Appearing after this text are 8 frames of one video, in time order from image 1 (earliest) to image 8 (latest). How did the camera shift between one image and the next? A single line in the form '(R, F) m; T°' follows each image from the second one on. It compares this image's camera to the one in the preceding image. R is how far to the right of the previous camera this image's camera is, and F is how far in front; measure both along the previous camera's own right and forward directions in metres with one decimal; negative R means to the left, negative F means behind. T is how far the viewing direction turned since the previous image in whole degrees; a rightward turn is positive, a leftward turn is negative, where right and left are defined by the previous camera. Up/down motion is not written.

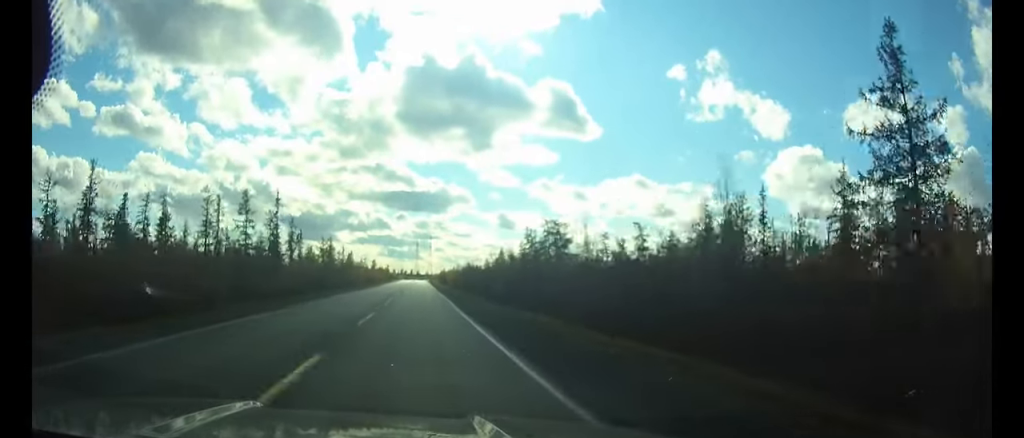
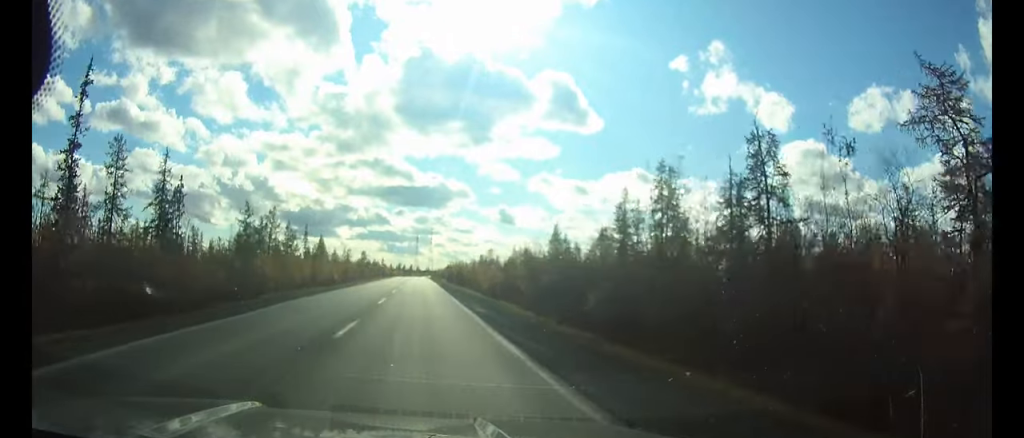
(0.0, +54.3) m; 0°
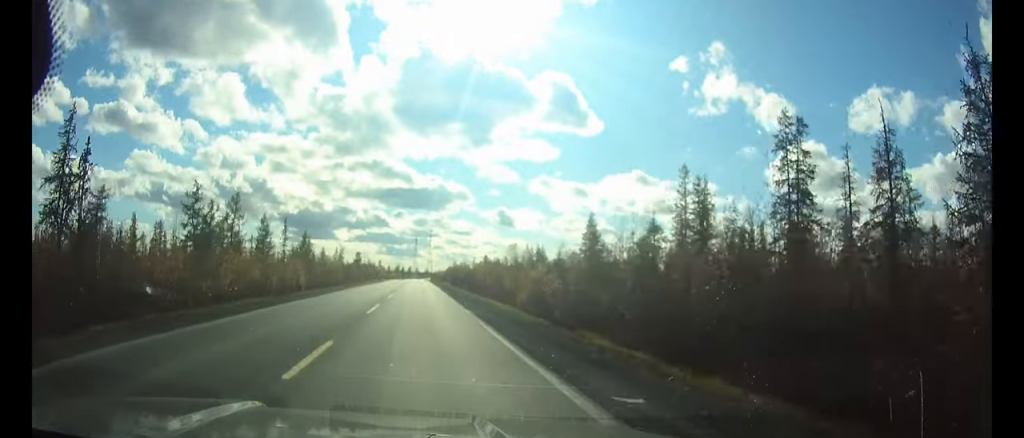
(0.0, +17.0) m; 0°
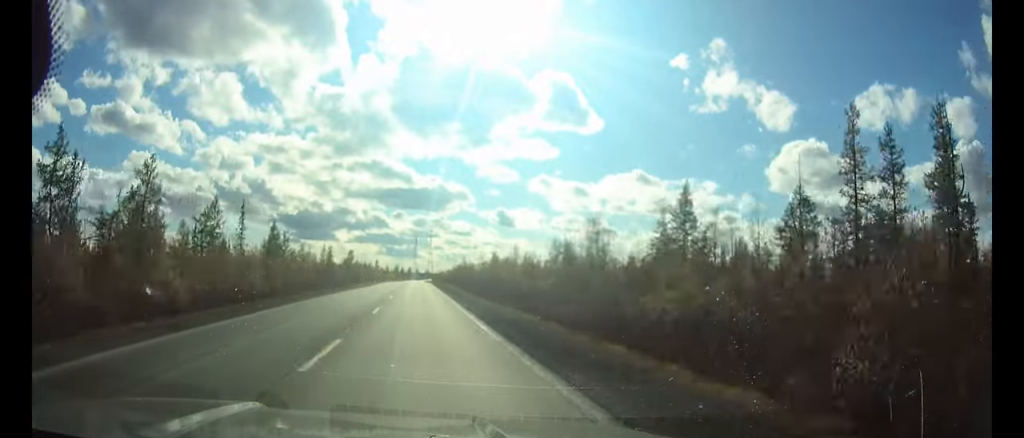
(0.0, +23.5) m; 0°
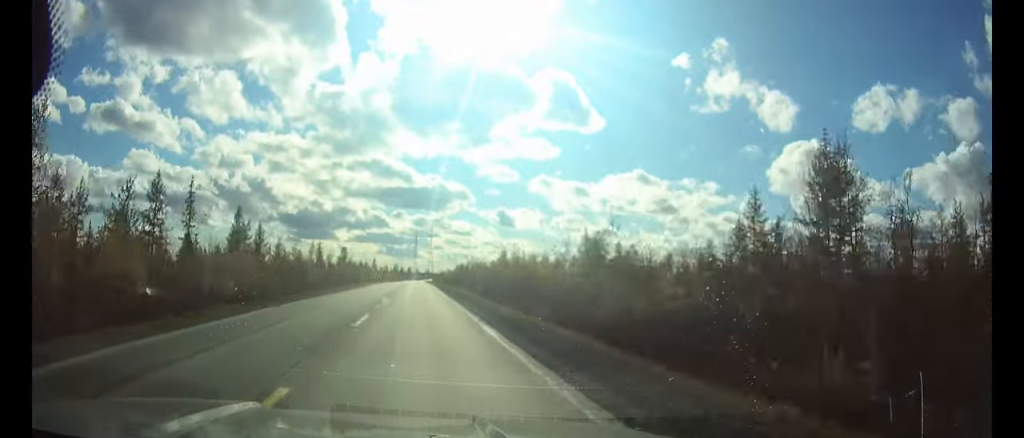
(0.0, +16.9) m; 0°
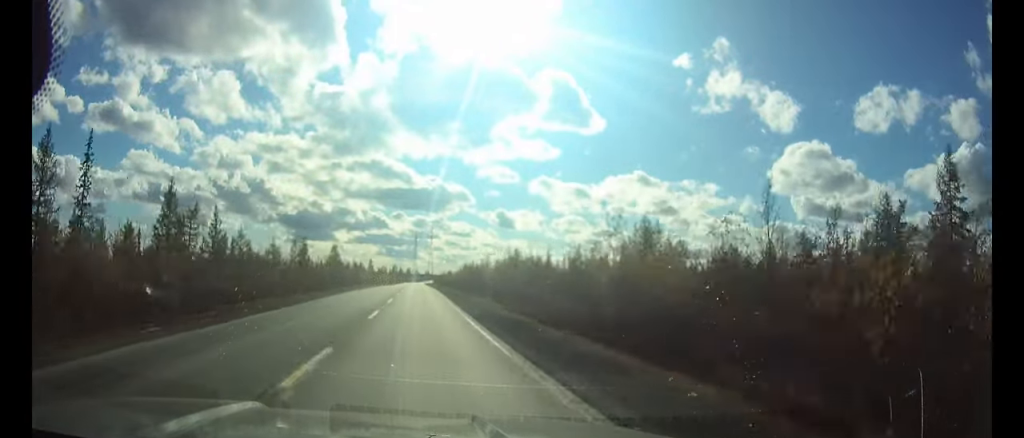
(0.0, +19.3) m; 0°
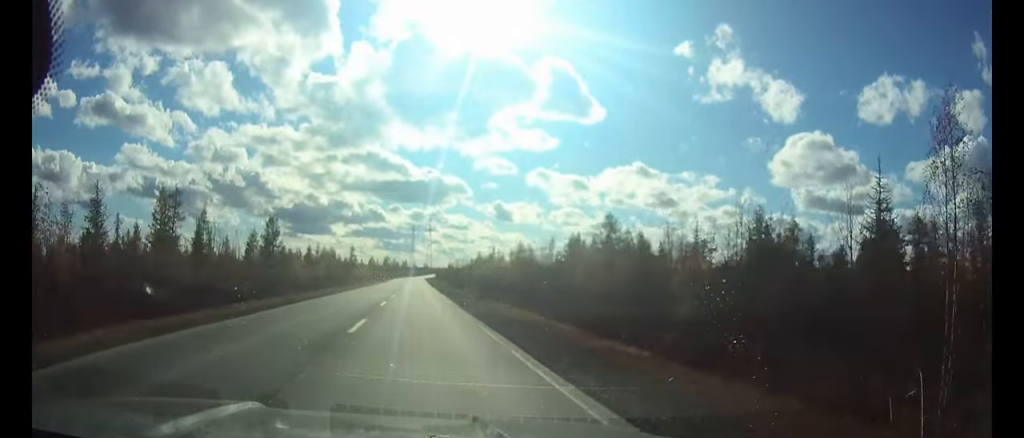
(+0.2, +65.9) m; 0°
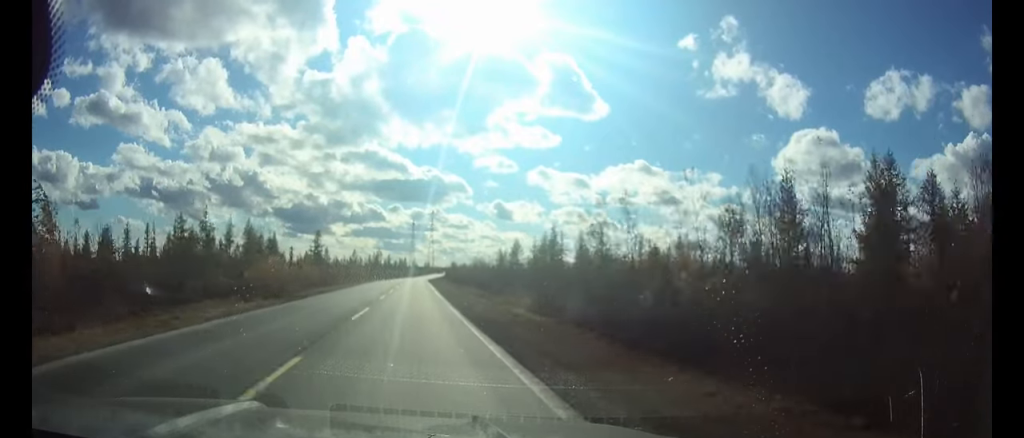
(0.0, +67.5) m; 0°
